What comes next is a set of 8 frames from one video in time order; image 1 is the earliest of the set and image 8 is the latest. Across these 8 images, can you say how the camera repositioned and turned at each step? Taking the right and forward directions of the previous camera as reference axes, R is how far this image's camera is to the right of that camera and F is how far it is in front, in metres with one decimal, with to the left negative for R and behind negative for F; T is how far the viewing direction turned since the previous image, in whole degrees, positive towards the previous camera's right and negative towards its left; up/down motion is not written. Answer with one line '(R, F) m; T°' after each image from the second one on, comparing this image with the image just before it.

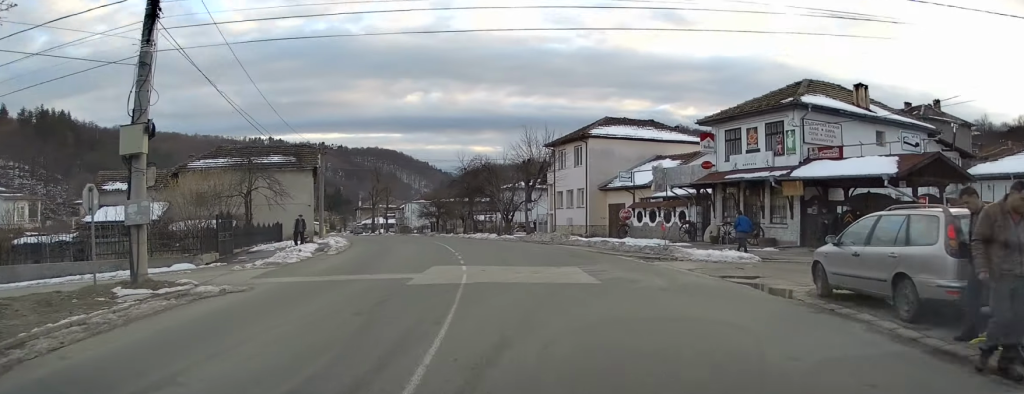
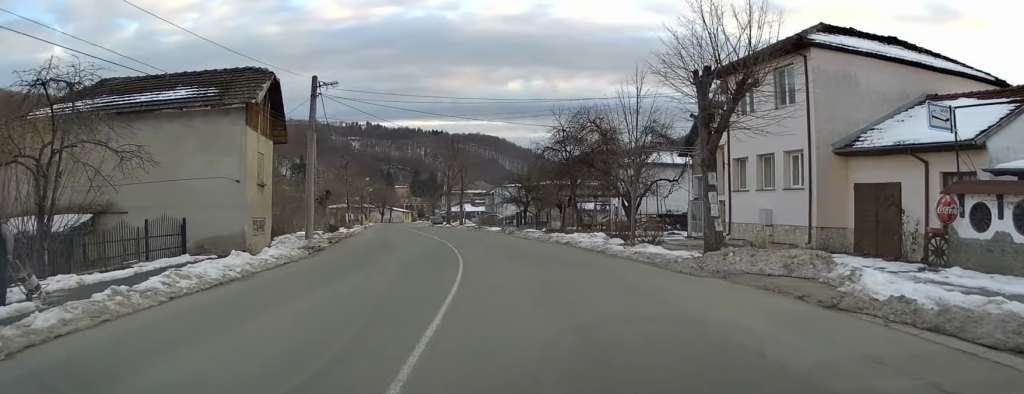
(-2.0, +23.7) m; -9°
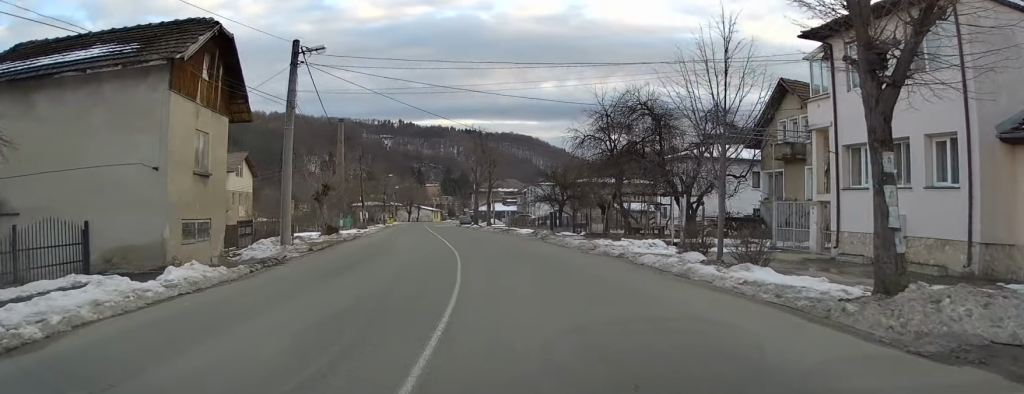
(-0.2, +7.2) m; -2°
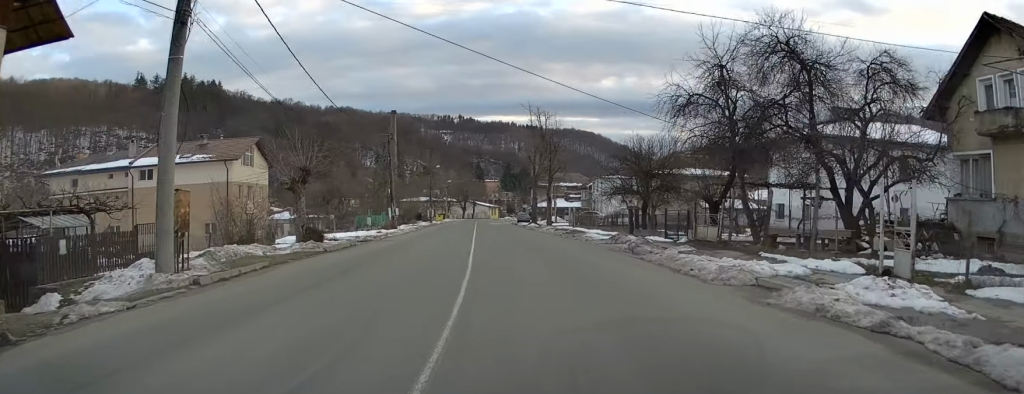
(-0.4, +12.3) m; -3°
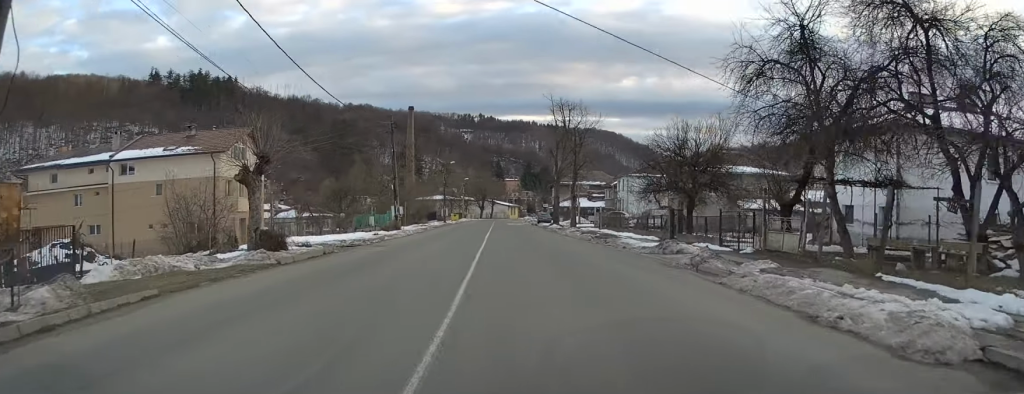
(-0.1, +6.0) m; -1°
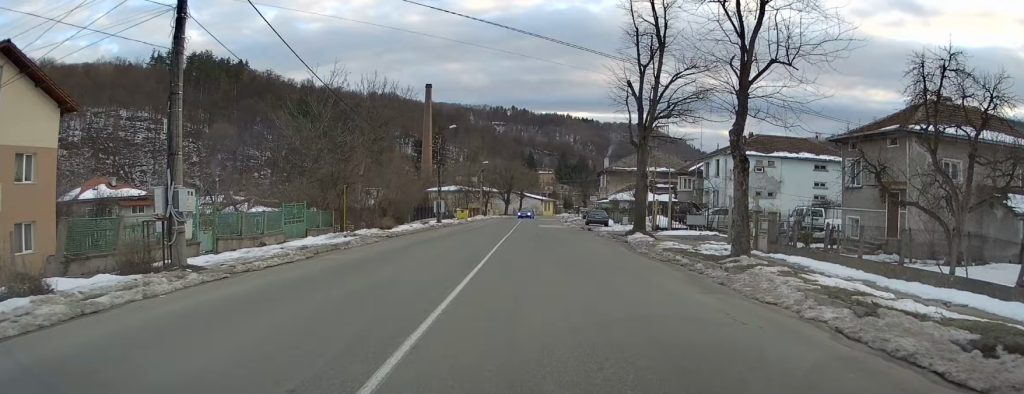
(-1.4, +32.4) m; -3°
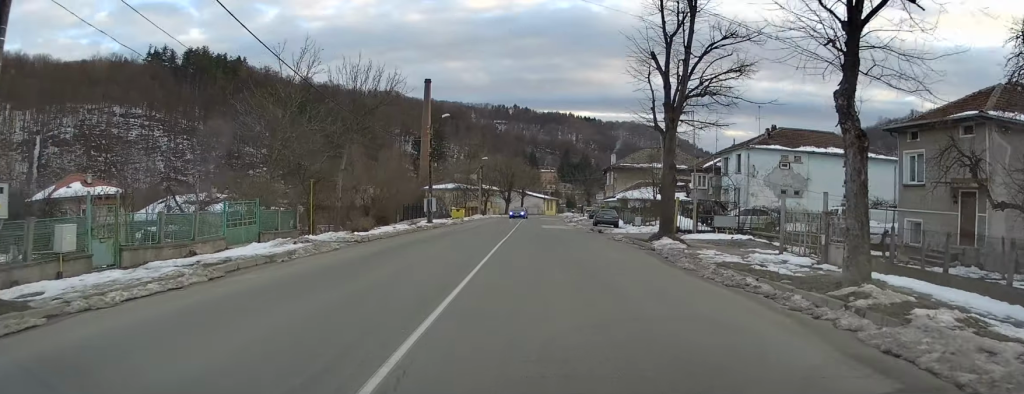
(+0.1, +5.7) m; 0°
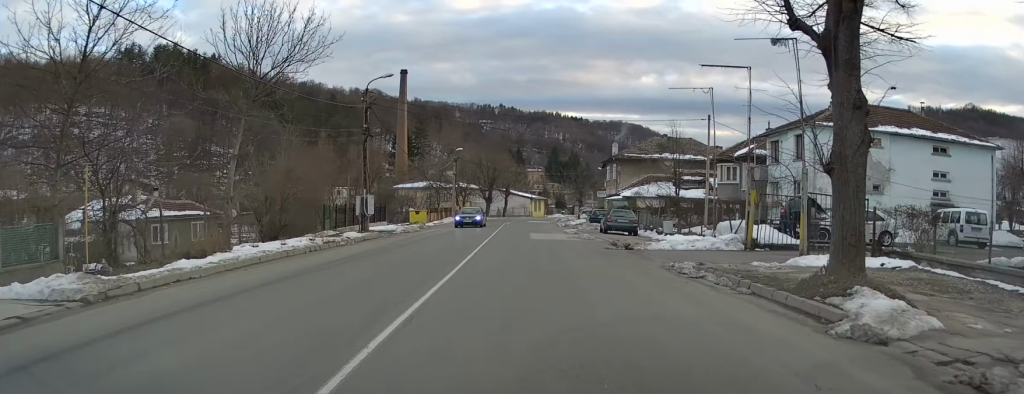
(0.0, +15.2) m; 0°
